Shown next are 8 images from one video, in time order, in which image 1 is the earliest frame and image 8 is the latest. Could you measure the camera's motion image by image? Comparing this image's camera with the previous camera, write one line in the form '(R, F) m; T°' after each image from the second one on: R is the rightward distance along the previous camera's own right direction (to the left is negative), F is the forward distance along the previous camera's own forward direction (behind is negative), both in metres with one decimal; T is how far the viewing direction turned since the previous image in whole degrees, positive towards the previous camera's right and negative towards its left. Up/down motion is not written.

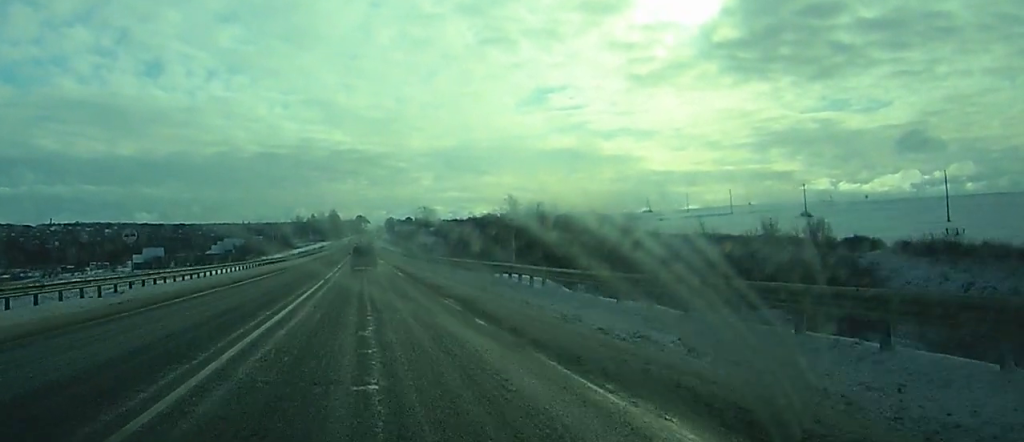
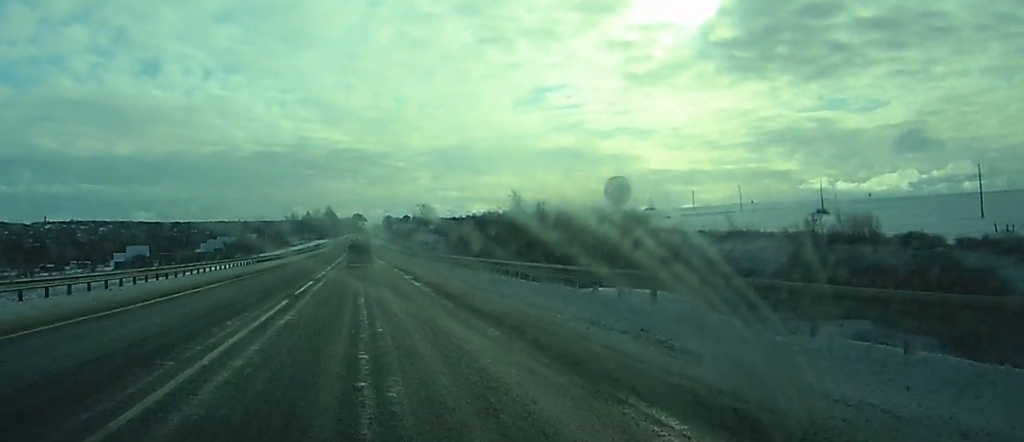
(0.0, +16.7) m; 0°
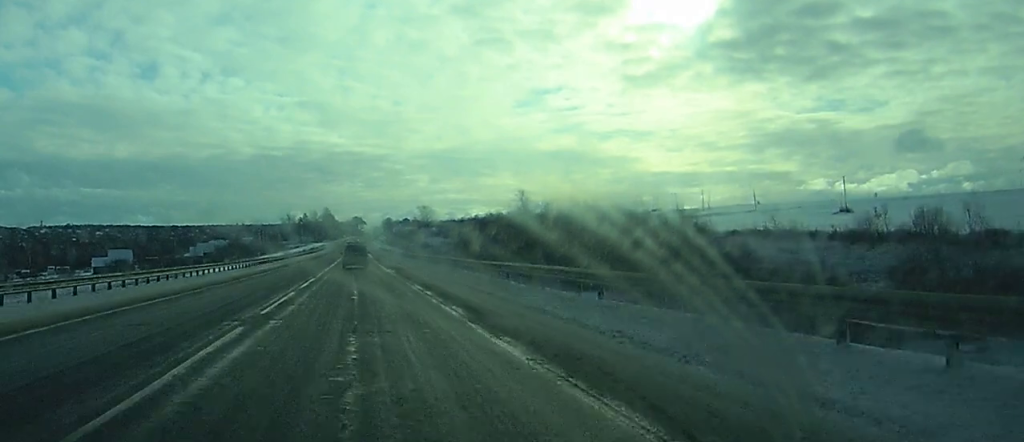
(+0.1, +19.1) m; 0°
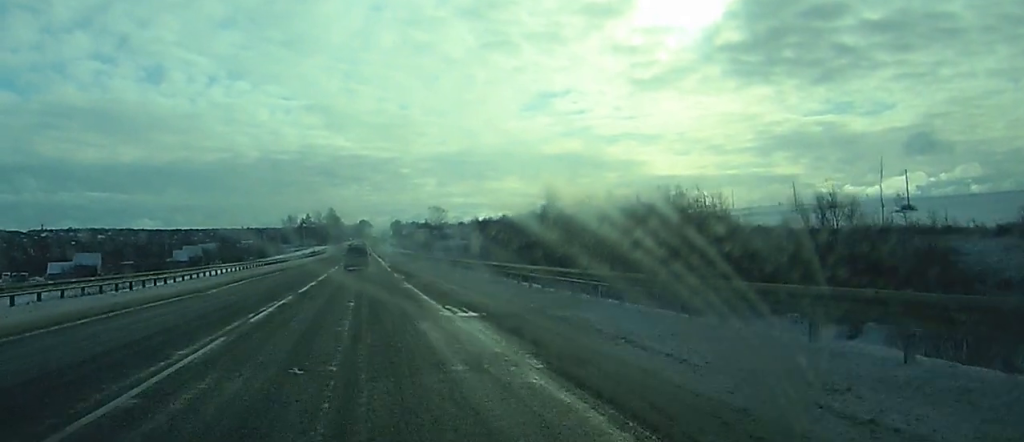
(+0.4, +37.5) m; +1°
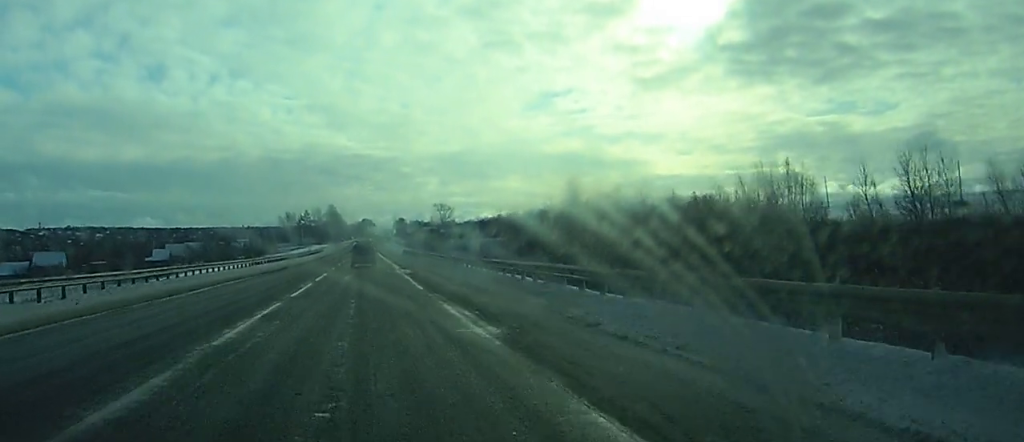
(-0.2, +28.2) m; -1°
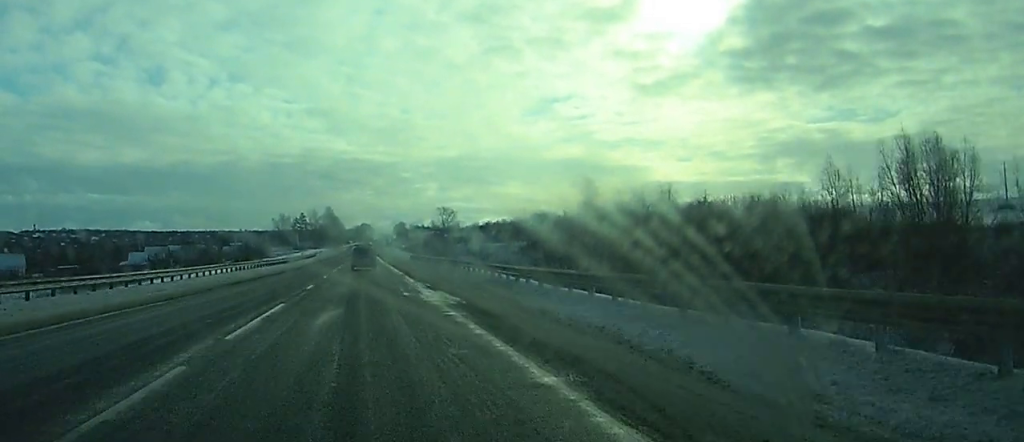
(-0.2, +22.8) m; 0°
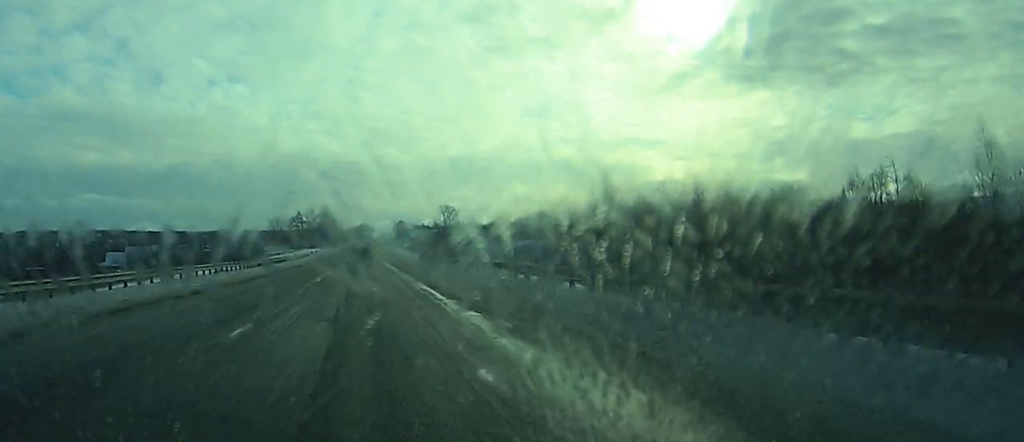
(0.0, +17.9) m; 0°
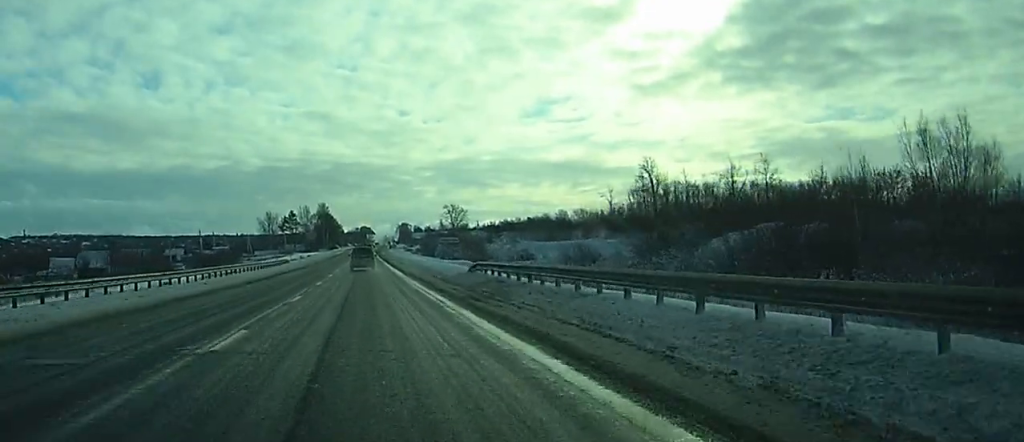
(-0.1, +36.6) m; 0°
